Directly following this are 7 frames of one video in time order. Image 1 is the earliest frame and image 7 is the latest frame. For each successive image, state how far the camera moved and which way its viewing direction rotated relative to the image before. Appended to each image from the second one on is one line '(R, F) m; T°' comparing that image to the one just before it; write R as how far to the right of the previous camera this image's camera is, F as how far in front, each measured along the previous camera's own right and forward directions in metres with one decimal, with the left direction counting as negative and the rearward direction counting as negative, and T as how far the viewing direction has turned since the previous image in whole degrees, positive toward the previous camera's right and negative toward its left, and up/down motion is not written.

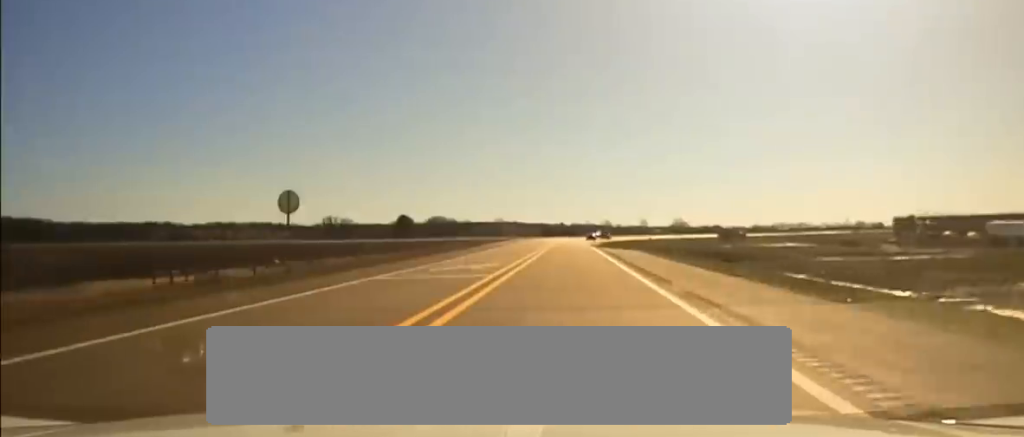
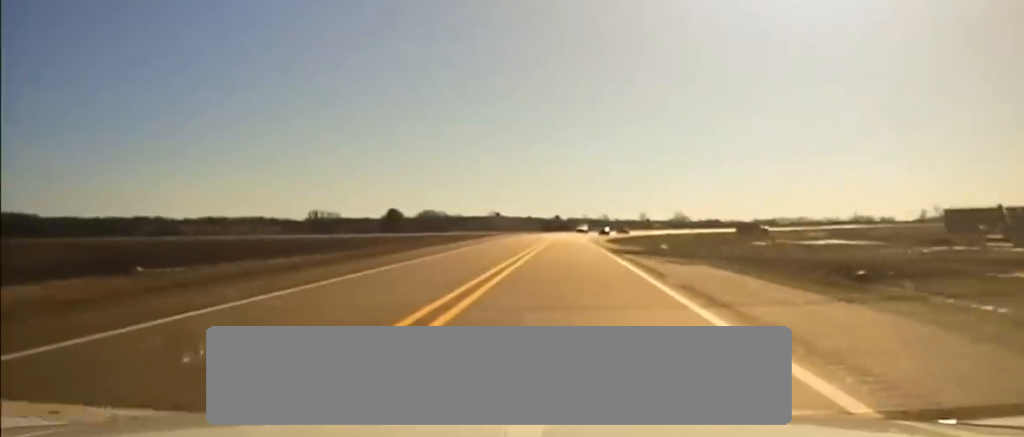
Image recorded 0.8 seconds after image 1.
(0.0, +34.5) m; 0°
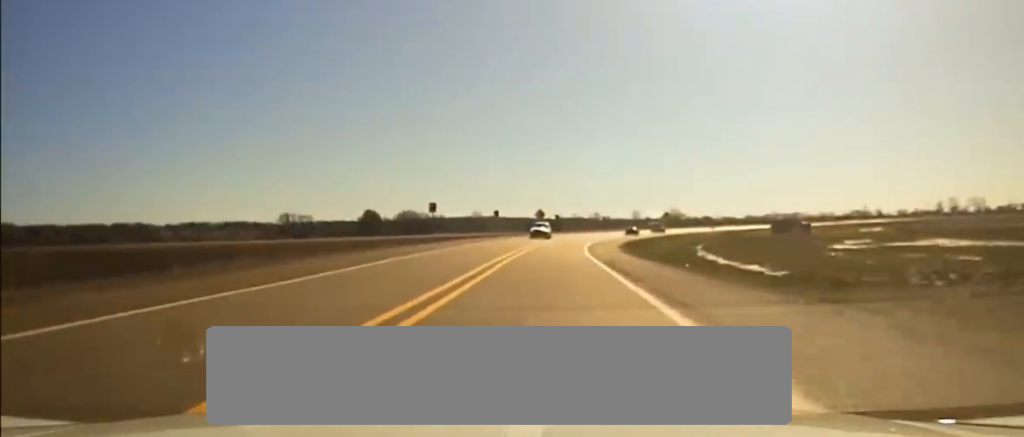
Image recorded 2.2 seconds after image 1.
(0.0, +55.9) m; 0°
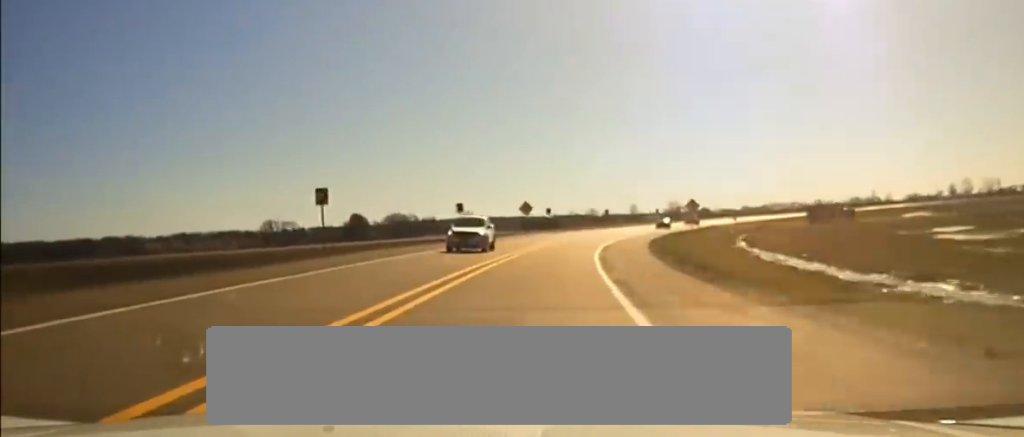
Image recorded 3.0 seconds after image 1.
(+0.1, +33.6) m; +1°
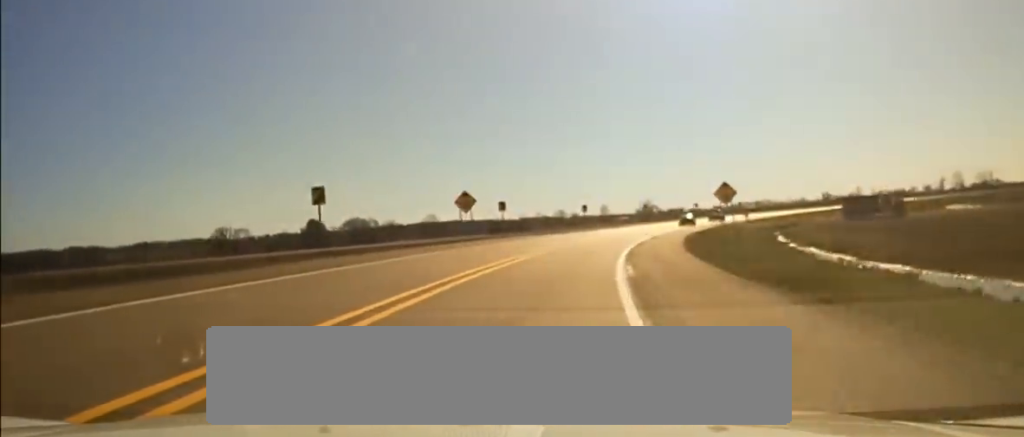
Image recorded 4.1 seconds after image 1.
(+0.5, +38.2) m; +1°
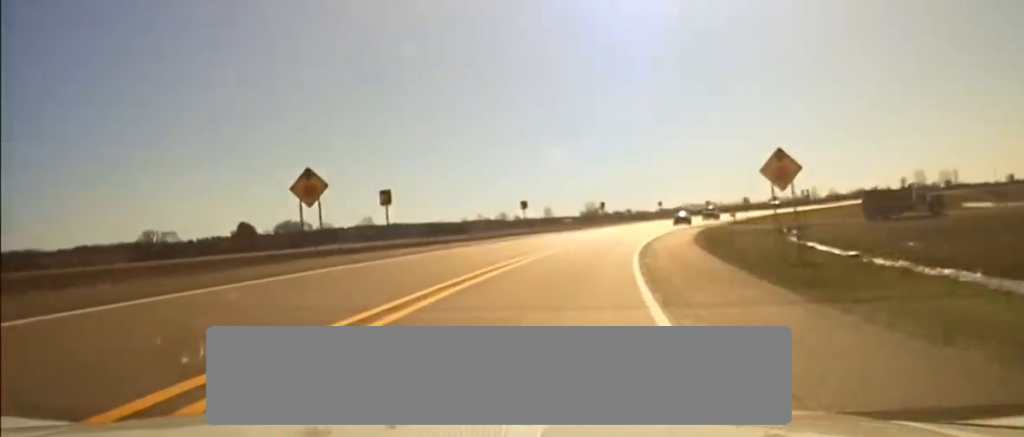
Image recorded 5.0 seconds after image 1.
(+0.3, +31.6) m; +3°
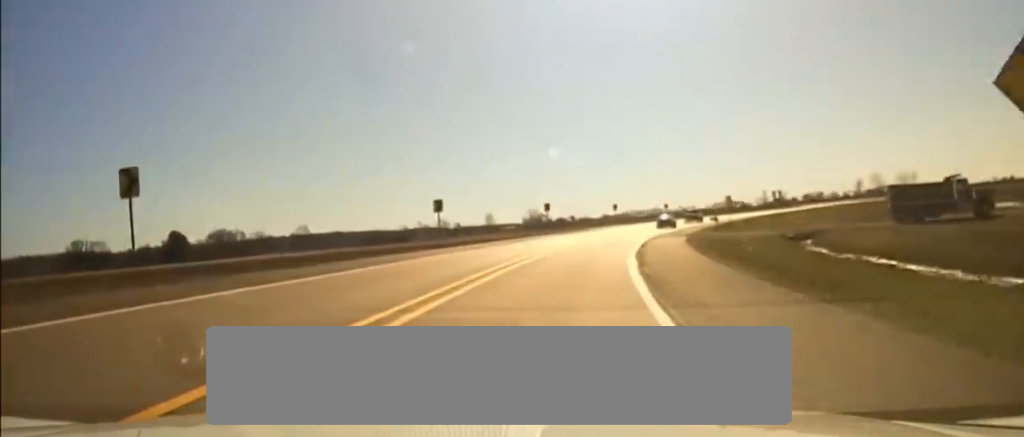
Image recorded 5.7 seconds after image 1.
(+0.1, +24.5) m; +5°
